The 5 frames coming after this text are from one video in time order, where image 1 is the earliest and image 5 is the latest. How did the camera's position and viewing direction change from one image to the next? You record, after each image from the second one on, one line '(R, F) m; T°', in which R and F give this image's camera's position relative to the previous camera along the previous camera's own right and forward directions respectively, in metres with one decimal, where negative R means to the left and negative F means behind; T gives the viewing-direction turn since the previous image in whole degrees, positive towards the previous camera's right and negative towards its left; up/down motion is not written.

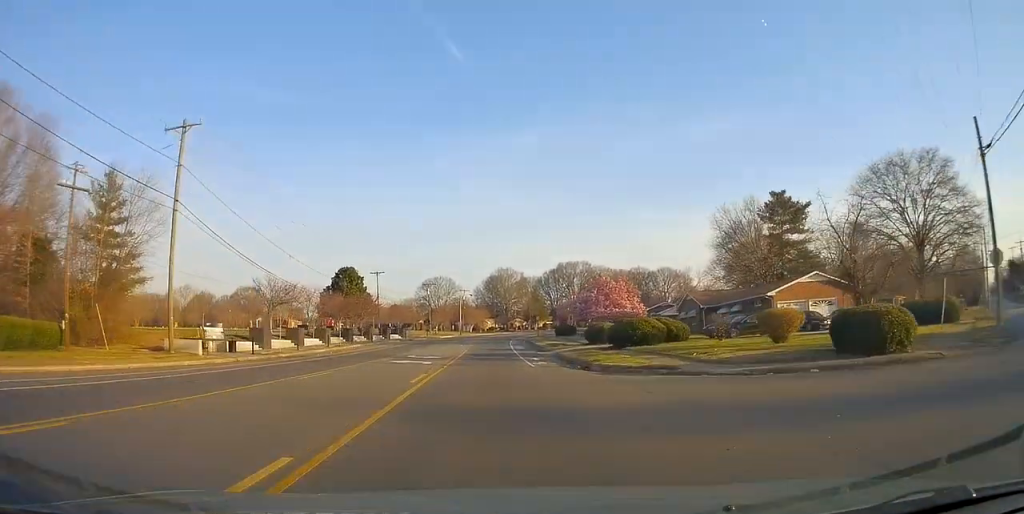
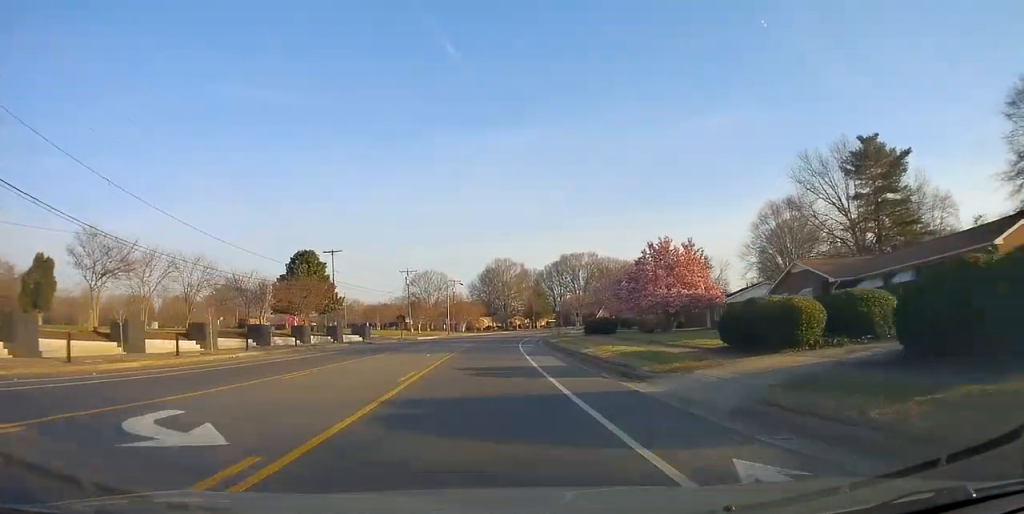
(0.0, +25.1) m; 0°
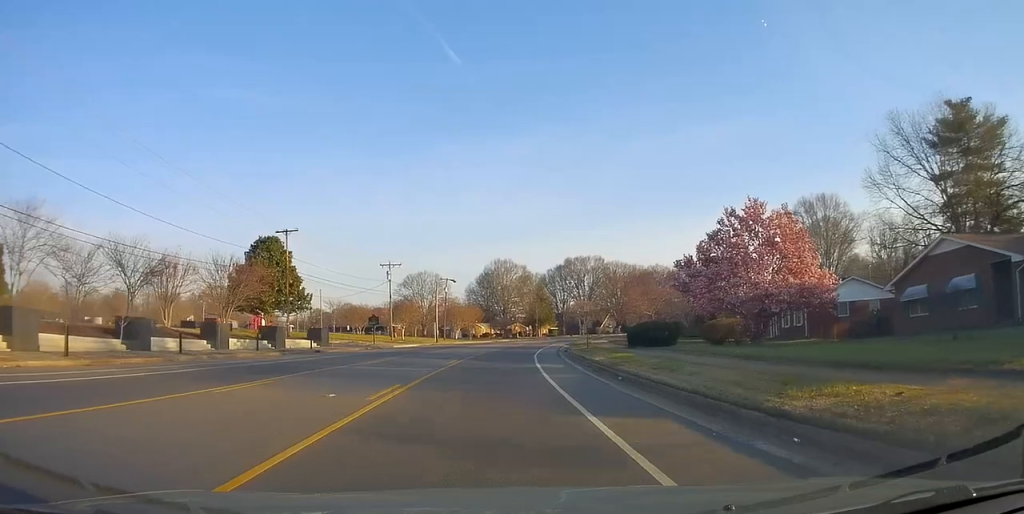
(0.0, +16.1) m; 0°
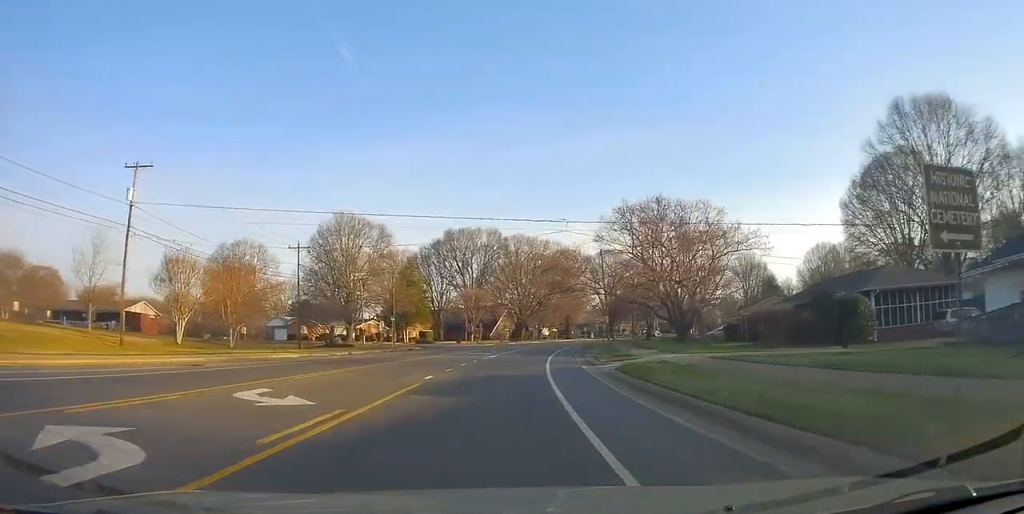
(+5.5, +65.6) m; +10°
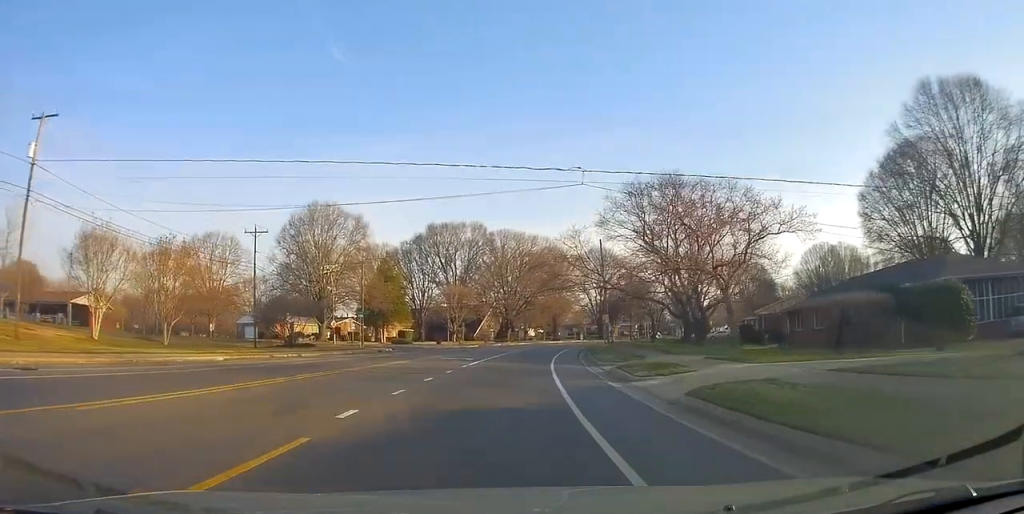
(-0.2, +8.0) m; +1°
